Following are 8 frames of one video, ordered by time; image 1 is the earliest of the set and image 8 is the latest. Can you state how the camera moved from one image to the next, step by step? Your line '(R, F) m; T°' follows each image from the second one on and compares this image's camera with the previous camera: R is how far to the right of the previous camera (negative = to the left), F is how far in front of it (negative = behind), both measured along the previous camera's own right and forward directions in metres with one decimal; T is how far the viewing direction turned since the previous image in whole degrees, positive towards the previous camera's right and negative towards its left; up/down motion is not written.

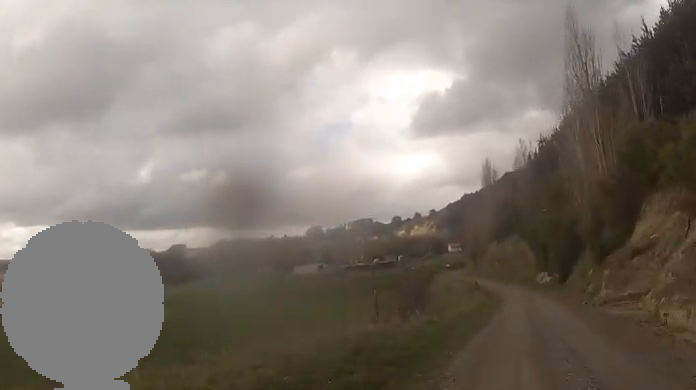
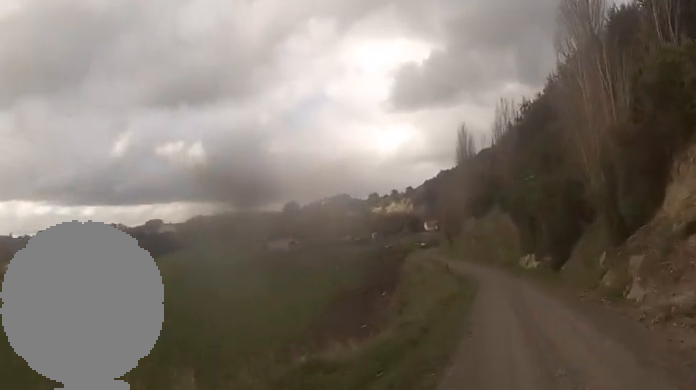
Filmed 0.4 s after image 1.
(0.0, +8.7) m; 0°
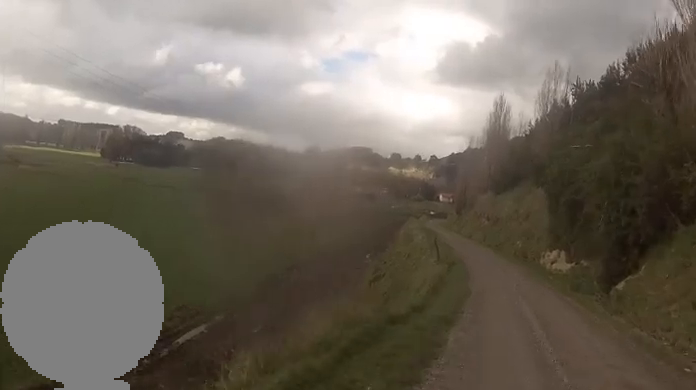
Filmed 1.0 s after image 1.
(0.0, +11.2) m; 0°
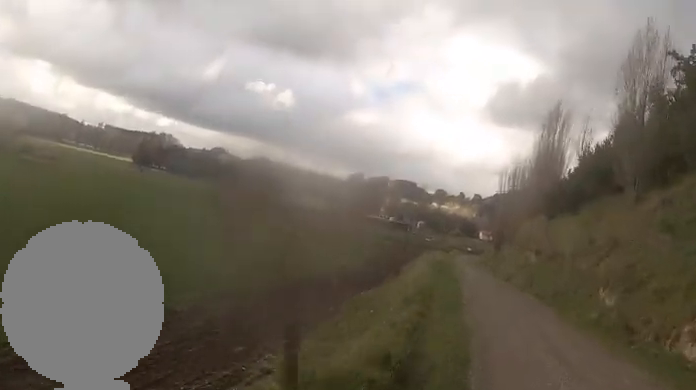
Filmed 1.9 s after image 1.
(0.0, +16.6) m; +1°
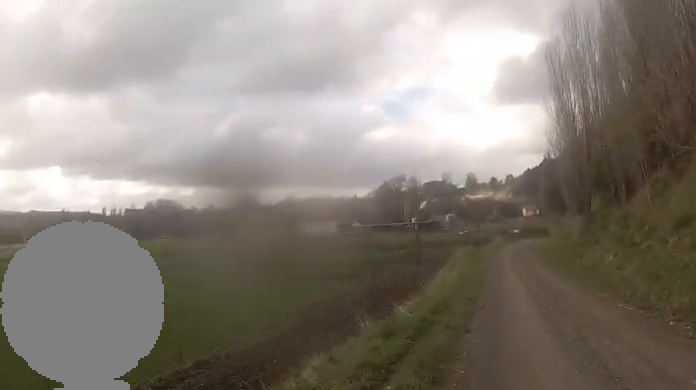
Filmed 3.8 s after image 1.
(+0.2, +34.8) m; -3°
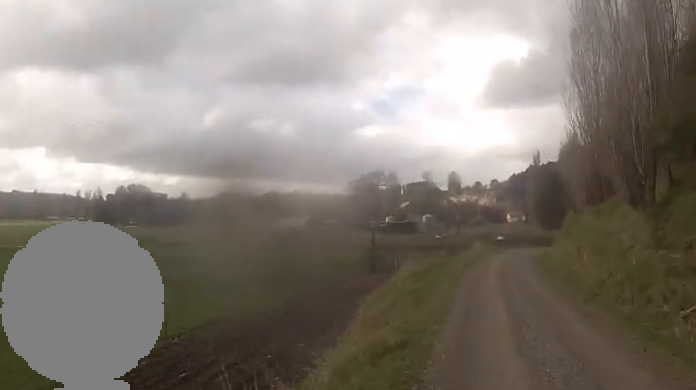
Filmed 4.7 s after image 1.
(-0.9, +13.8) m; -2°
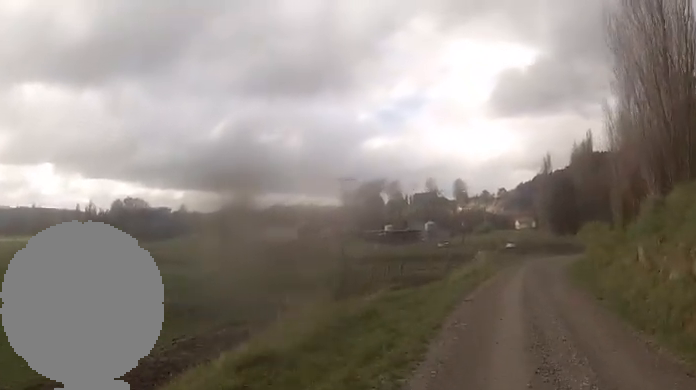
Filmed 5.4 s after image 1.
(+0.2, +12.0) m; +3°
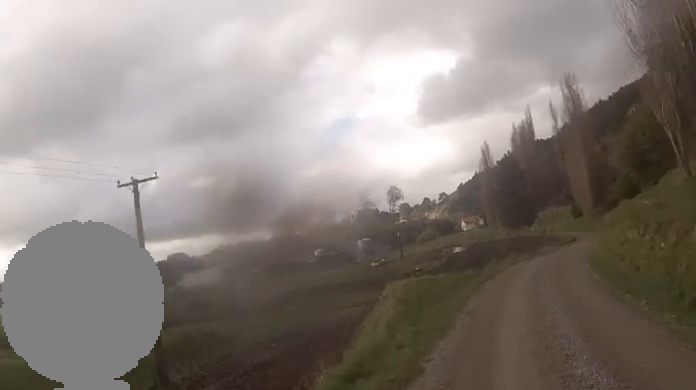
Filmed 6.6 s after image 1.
(+1.1, +18.4) m; +2°
